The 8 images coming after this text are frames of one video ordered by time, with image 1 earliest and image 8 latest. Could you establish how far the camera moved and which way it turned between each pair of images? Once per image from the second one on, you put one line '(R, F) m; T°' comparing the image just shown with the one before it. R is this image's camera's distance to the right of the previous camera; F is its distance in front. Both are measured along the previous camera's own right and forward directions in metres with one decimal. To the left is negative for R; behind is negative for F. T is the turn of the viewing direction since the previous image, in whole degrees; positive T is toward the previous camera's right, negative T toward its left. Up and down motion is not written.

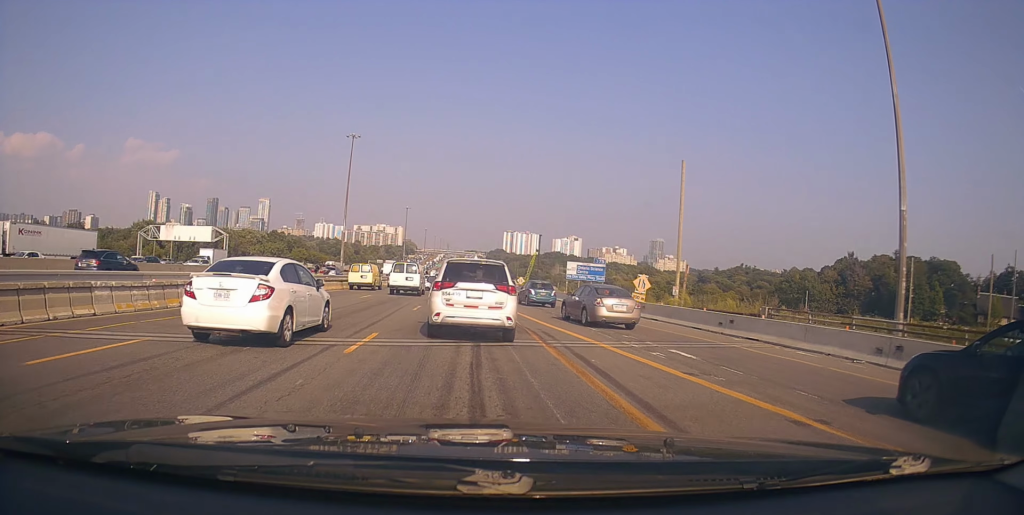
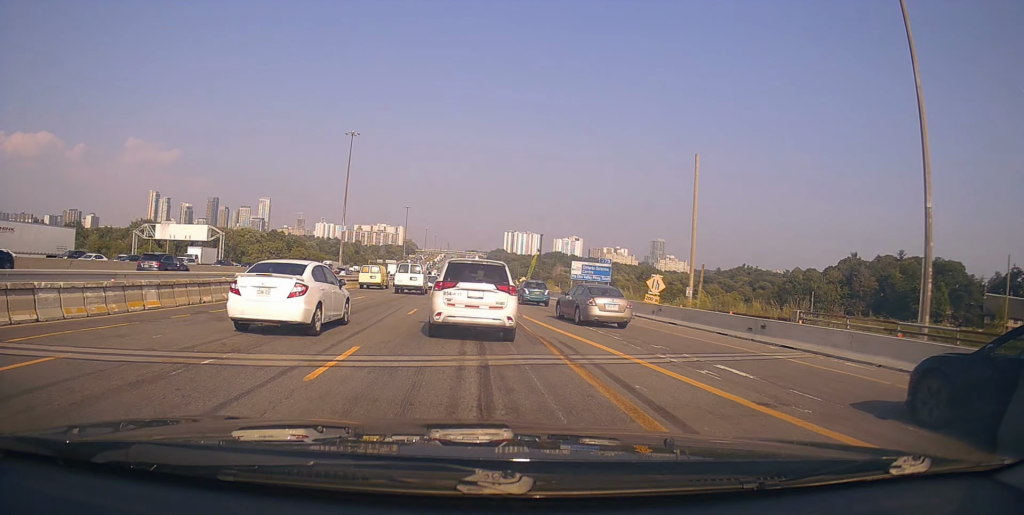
(0.0, +2.5) m; +2°
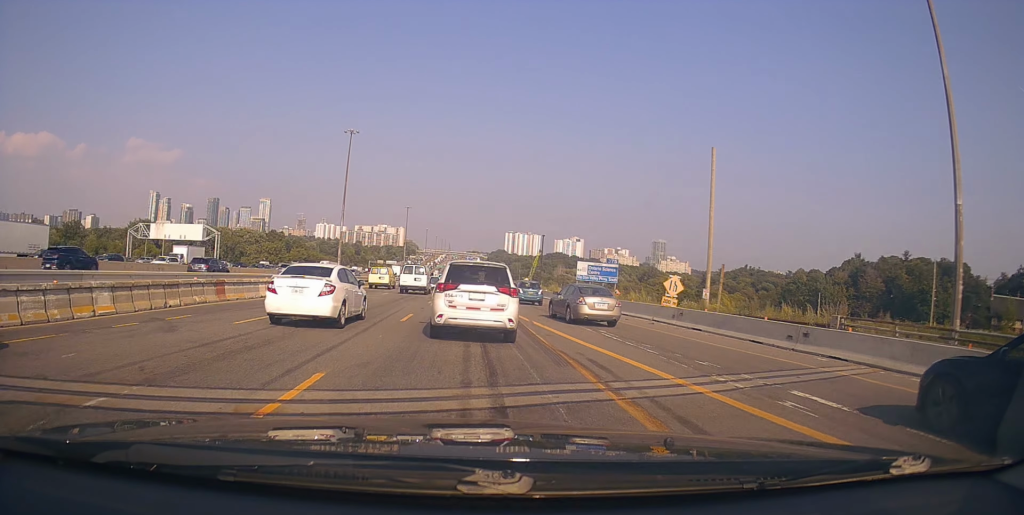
(+0.4, +2.7) m; +4°
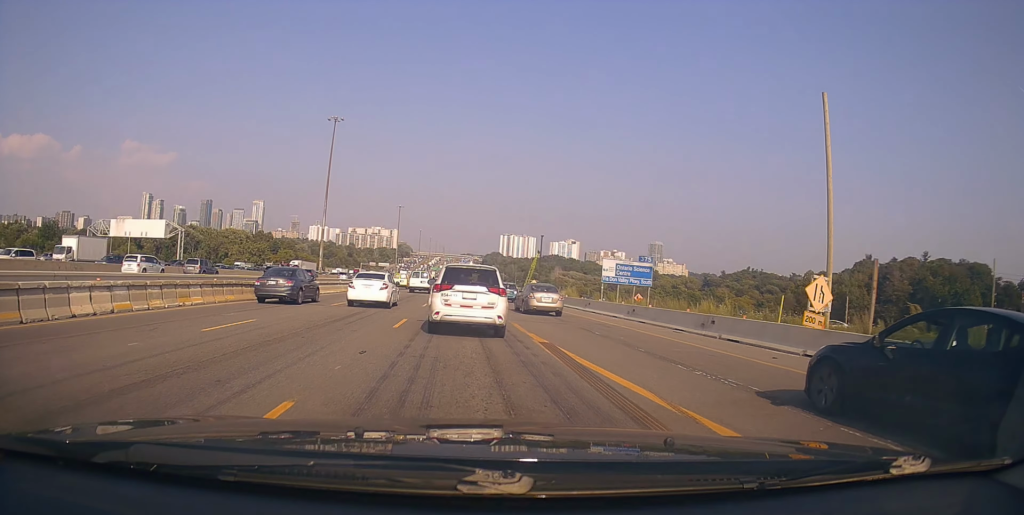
(+0.9, +13.6) m; +4°
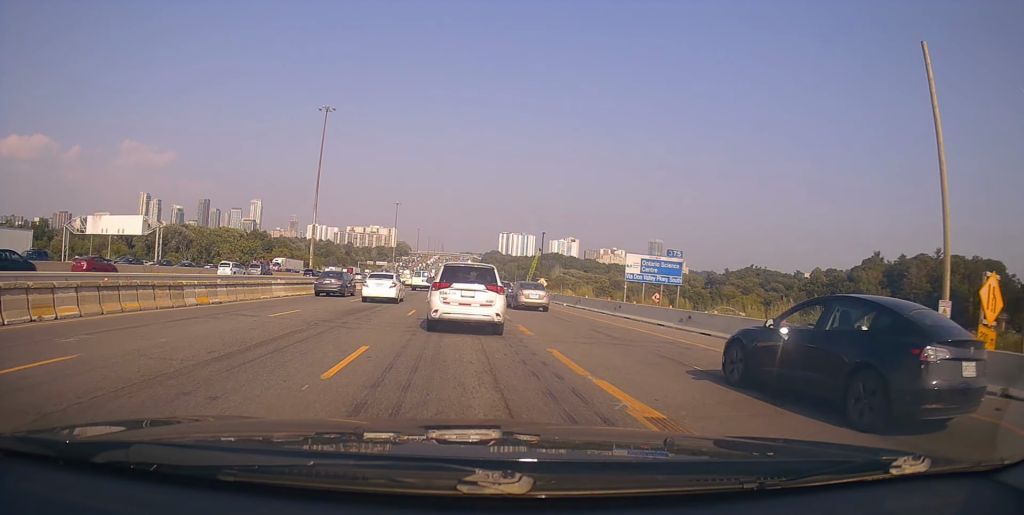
(0.0, +7.0) m; -3°
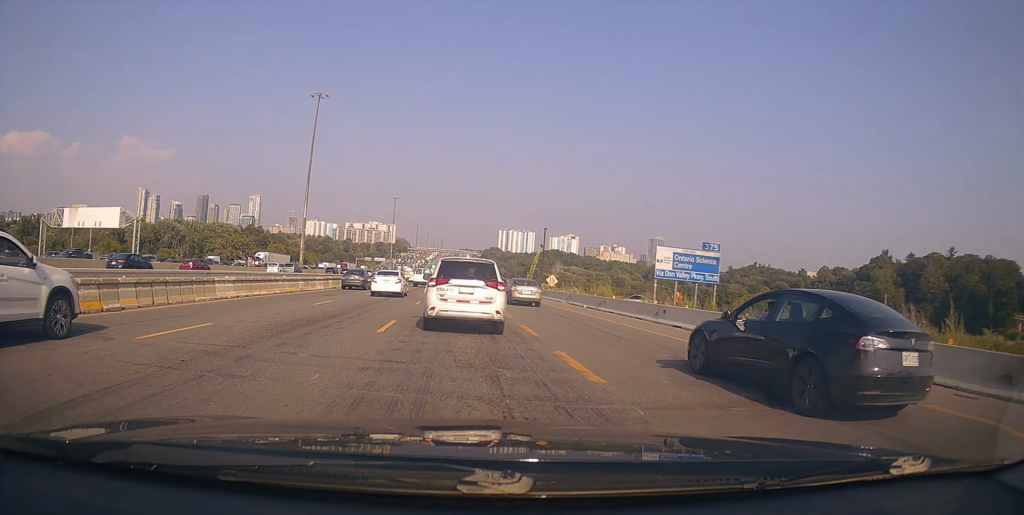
(-0.4, +6.7) m; -1°
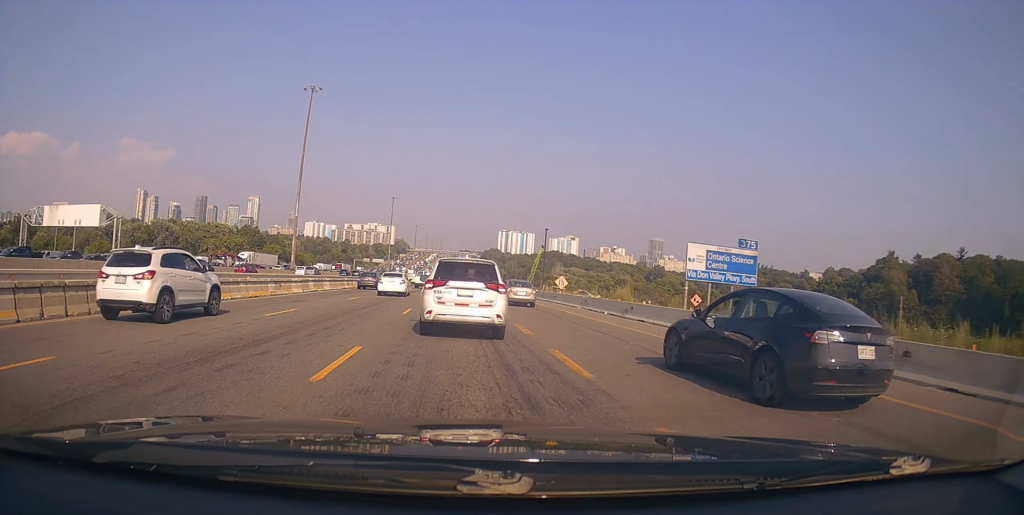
(+0.1, +5.5) m; 0°
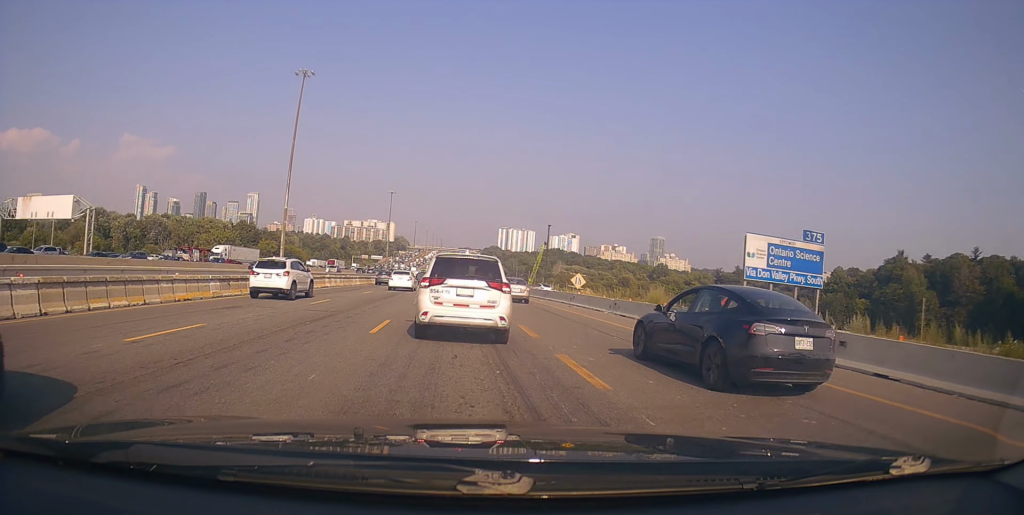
(0.0, +7.5) m; 0°
